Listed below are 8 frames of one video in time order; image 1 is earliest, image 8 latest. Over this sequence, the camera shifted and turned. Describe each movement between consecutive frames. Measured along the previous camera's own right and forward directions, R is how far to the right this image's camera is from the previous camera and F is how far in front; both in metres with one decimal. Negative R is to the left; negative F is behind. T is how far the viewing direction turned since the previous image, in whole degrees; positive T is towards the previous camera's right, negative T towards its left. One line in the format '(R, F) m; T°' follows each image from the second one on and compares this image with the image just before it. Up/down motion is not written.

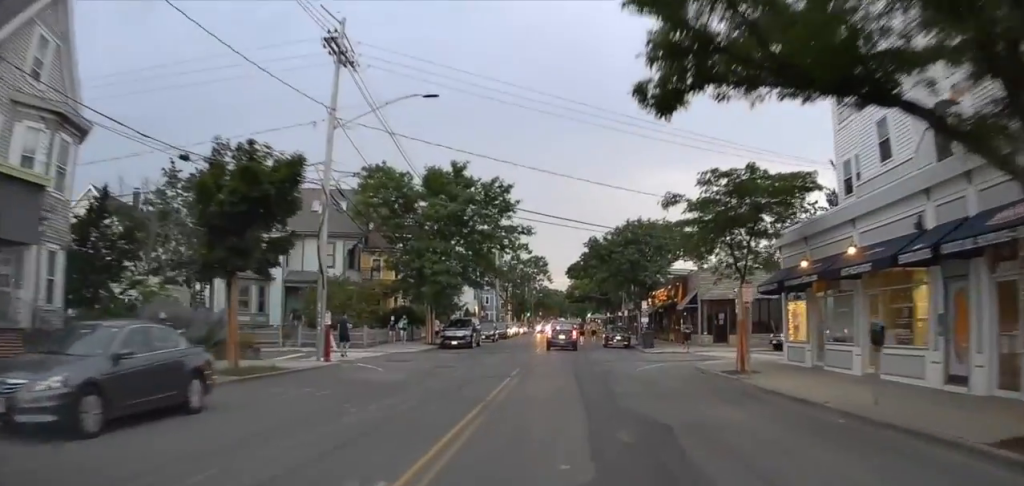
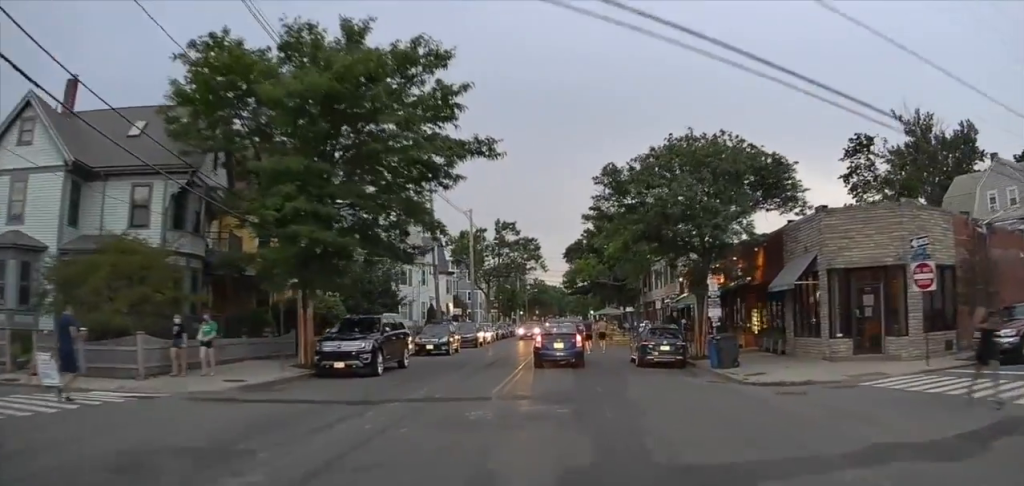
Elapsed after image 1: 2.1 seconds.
(-0.1, +20.3) m; -1°
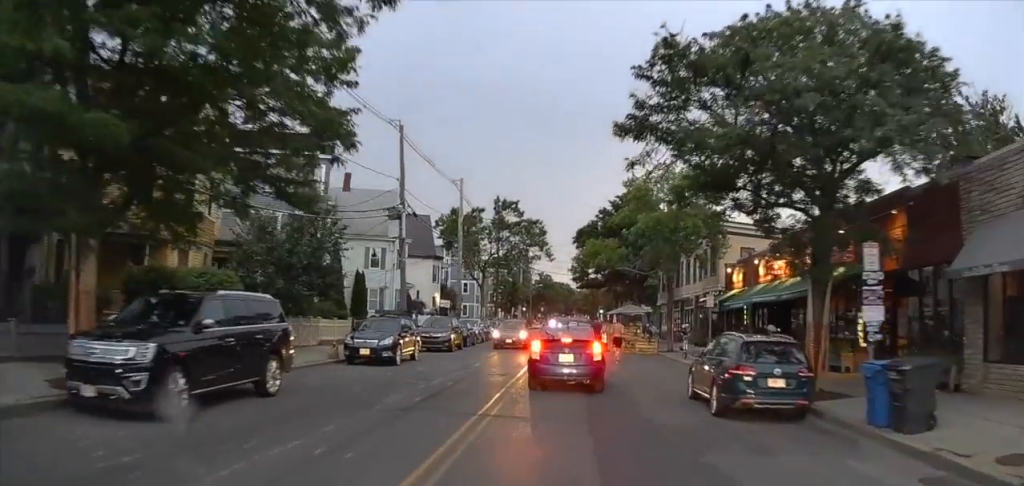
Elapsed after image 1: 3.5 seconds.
(-0.3, +11.5) m; 0°
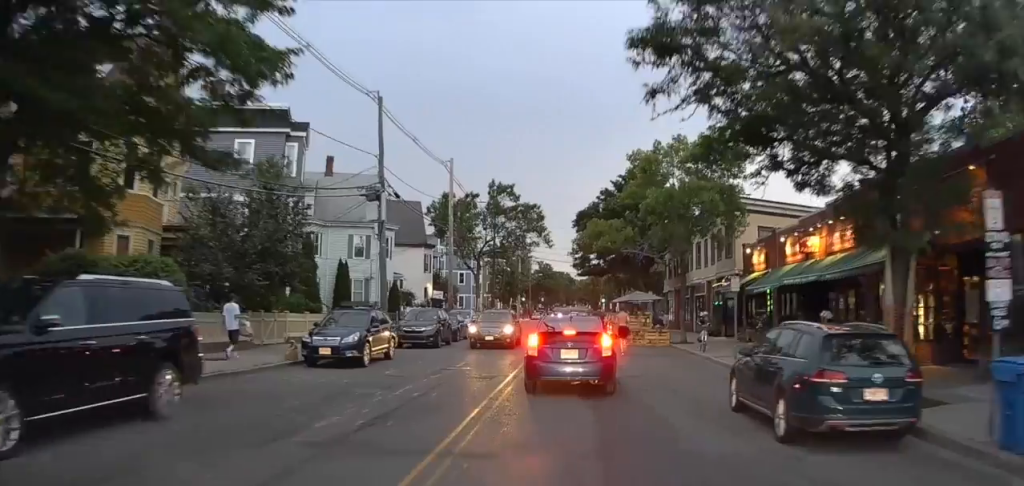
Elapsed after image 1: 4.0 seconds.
(+0.2, +3.6) m; +2°
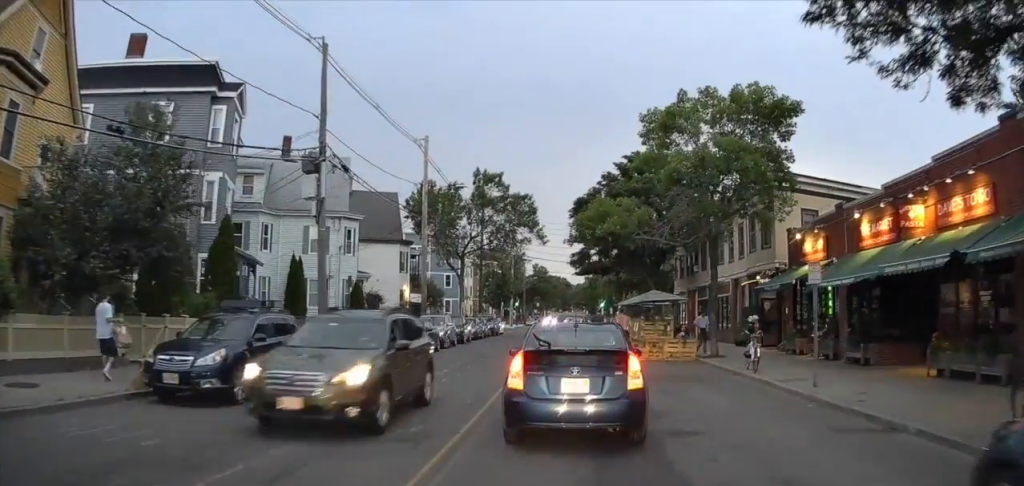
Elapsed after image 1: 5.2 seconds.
(+0.1, +7.6) m; +1°
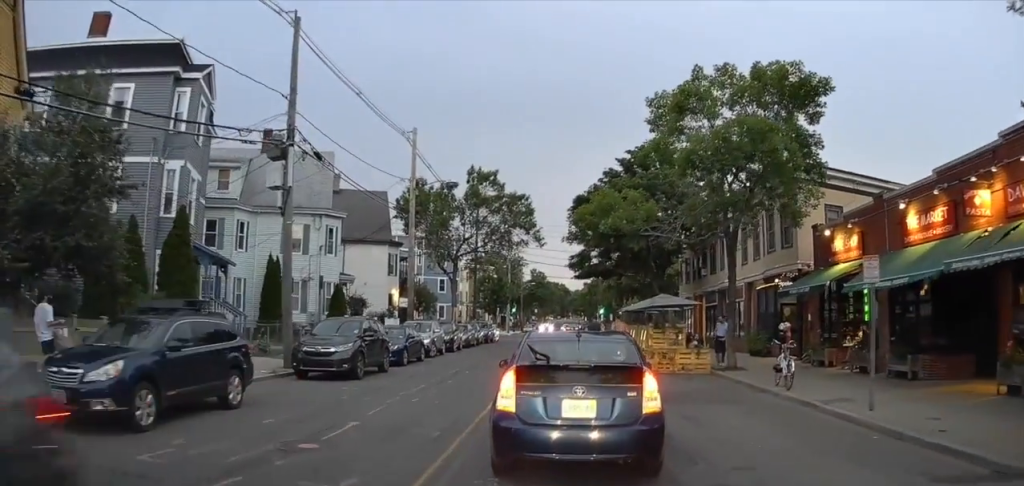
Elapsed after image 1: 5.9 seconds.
(0.0, +3.1) m; -1°
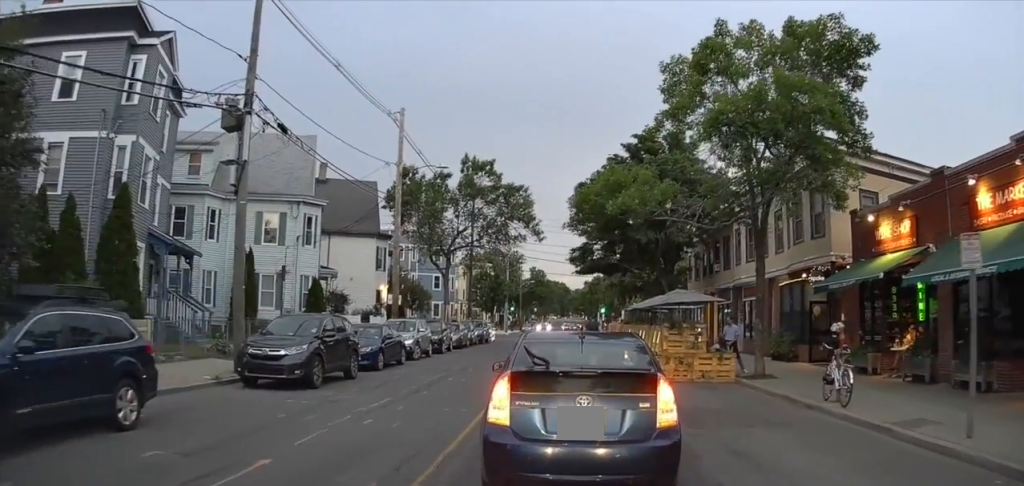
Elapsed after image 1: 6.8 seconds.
(0.0, +3.3) m; +1°
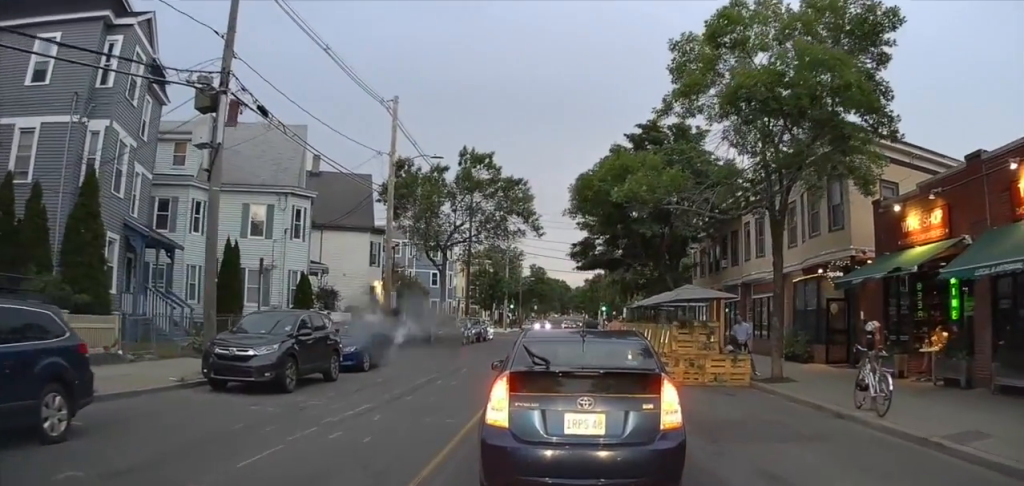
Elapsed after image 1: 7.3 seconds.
(-0.1, +1.5) m; +2°
